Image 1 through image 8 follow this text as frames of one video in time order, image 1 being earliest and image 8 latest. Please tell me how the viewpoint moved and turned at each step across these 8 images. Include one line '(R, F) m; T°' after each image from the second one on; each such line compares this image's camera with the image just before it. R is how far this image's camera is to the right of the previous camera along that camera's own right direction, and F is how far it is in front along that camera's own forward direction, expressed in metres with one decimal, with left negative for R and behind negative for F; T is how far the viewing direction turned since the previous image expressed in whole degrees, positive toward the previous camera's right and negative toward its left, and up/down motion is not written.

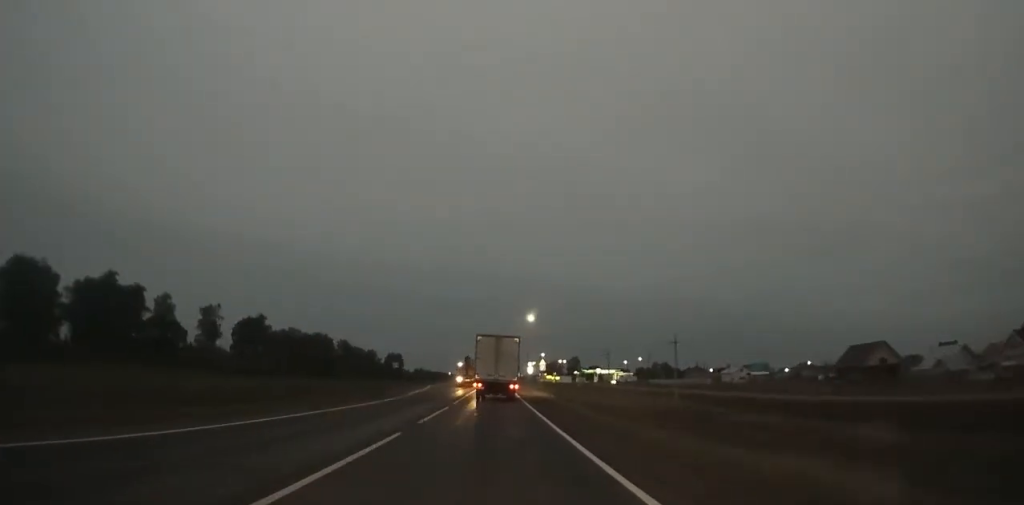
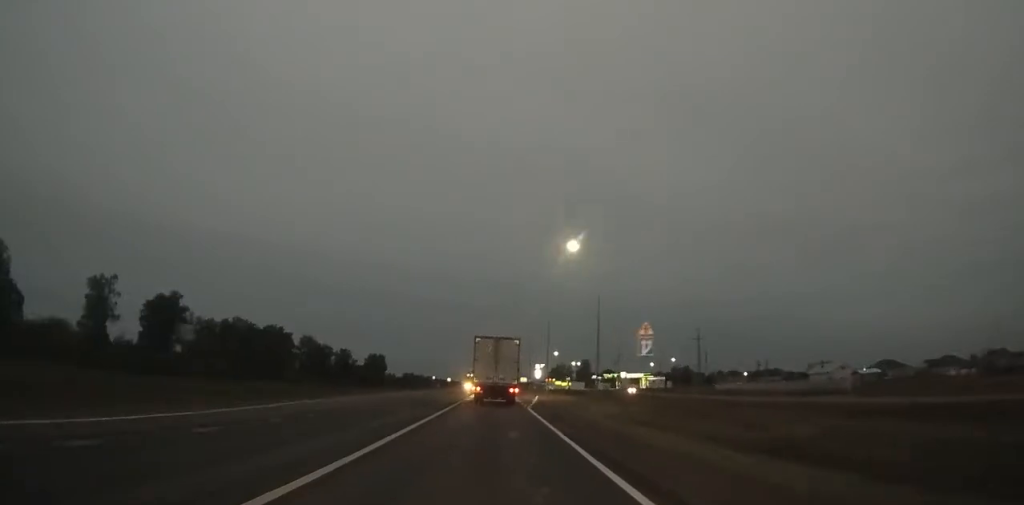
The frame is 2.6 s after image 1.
(+0.1, +53.6) m; 0°
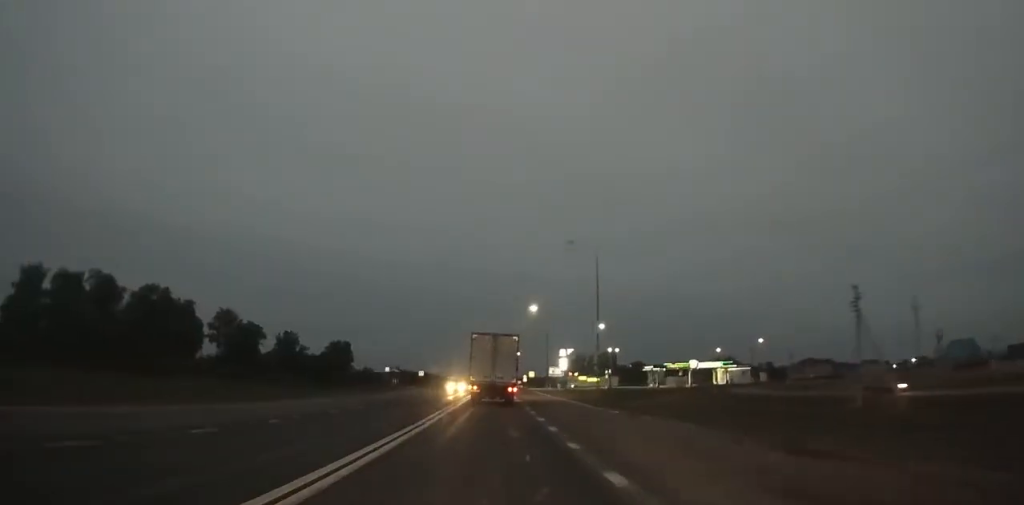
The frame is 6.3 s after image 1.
(0.0, +74.5) m; 0°
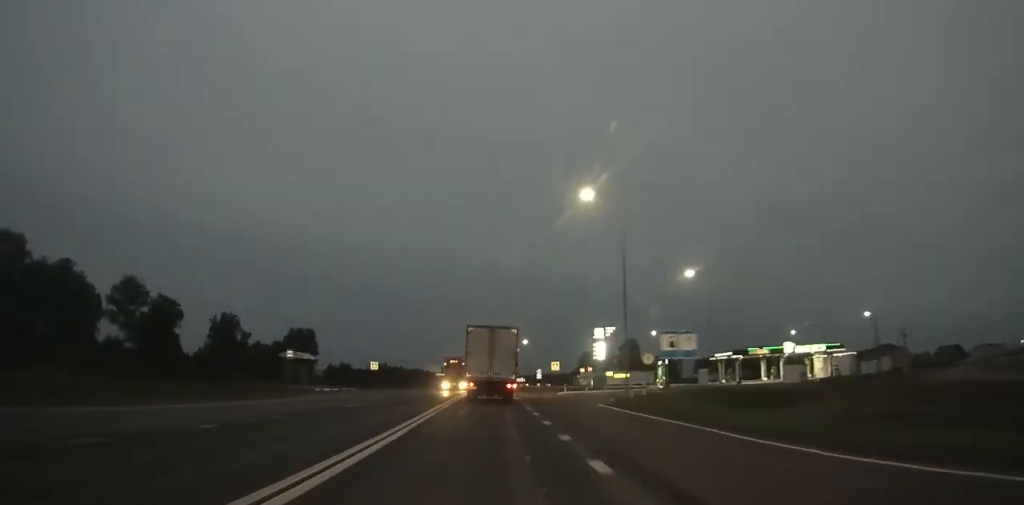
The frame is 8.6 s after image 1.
(0.0, +45.4) m; 0°
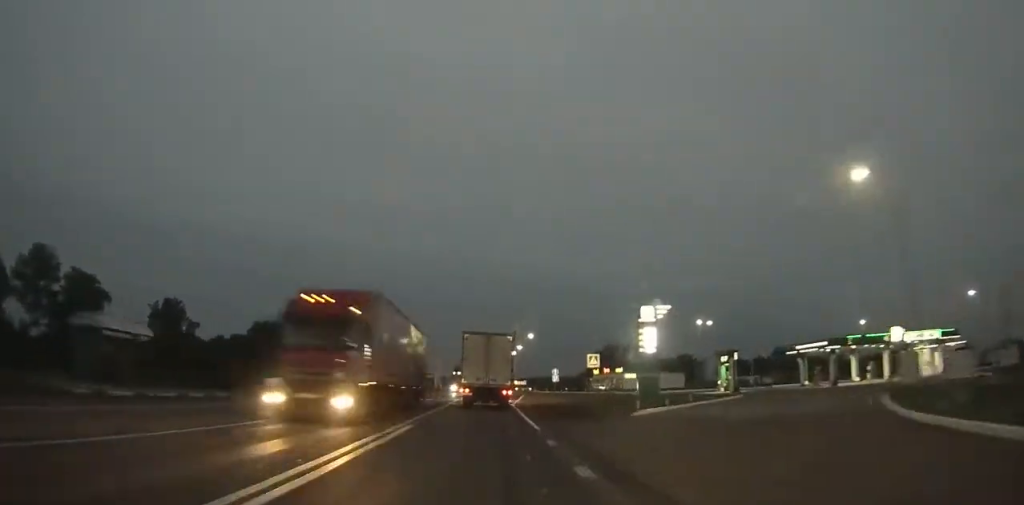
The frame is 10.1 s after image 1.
(0.0, +28.7) m; 0°
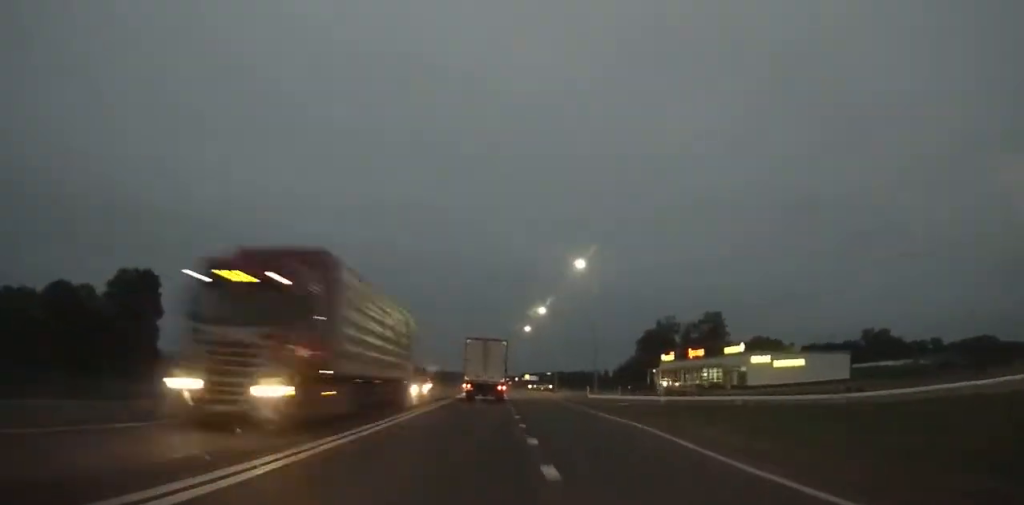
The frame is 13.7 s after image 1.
(0.0, +68.6) m; 0°
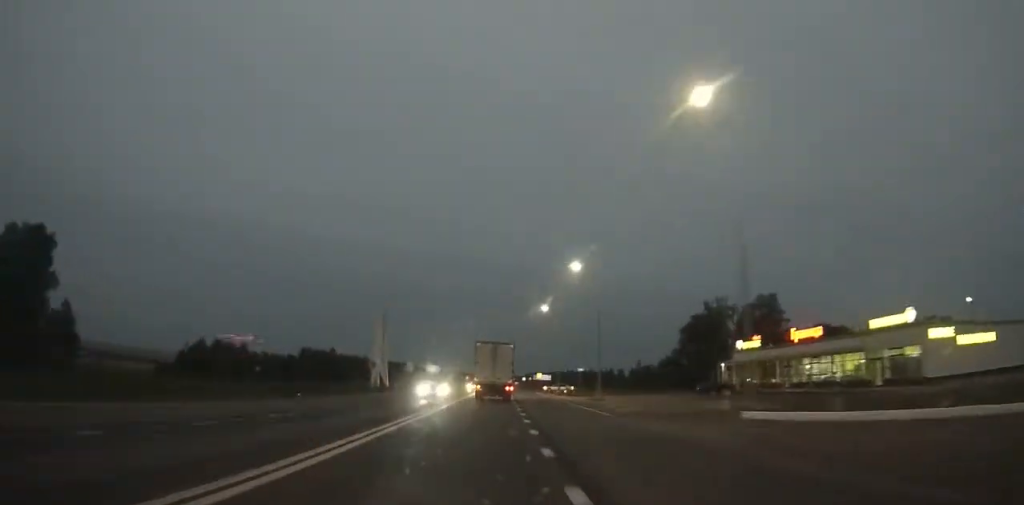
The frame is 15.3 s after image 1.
(0.0, +30.6) m; 0°
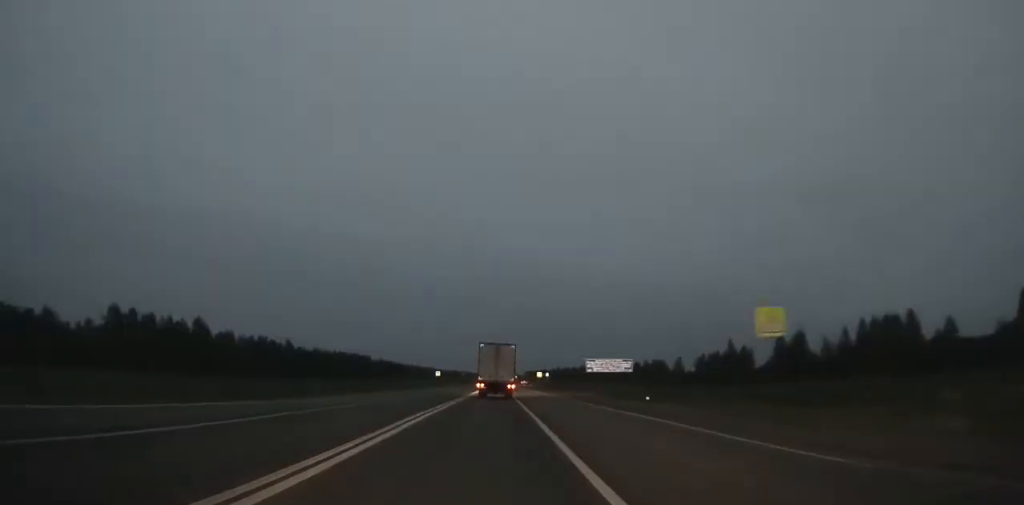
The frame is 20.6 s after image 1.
(-0.2, +104.5) m; 0°
